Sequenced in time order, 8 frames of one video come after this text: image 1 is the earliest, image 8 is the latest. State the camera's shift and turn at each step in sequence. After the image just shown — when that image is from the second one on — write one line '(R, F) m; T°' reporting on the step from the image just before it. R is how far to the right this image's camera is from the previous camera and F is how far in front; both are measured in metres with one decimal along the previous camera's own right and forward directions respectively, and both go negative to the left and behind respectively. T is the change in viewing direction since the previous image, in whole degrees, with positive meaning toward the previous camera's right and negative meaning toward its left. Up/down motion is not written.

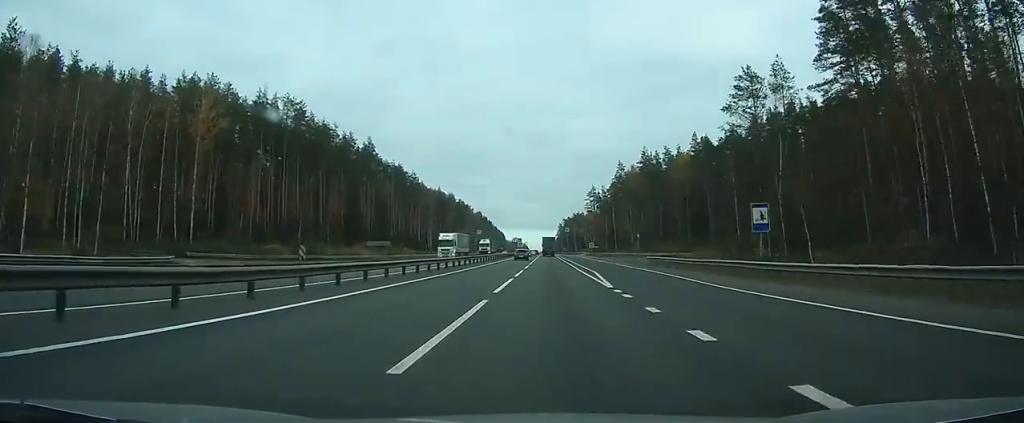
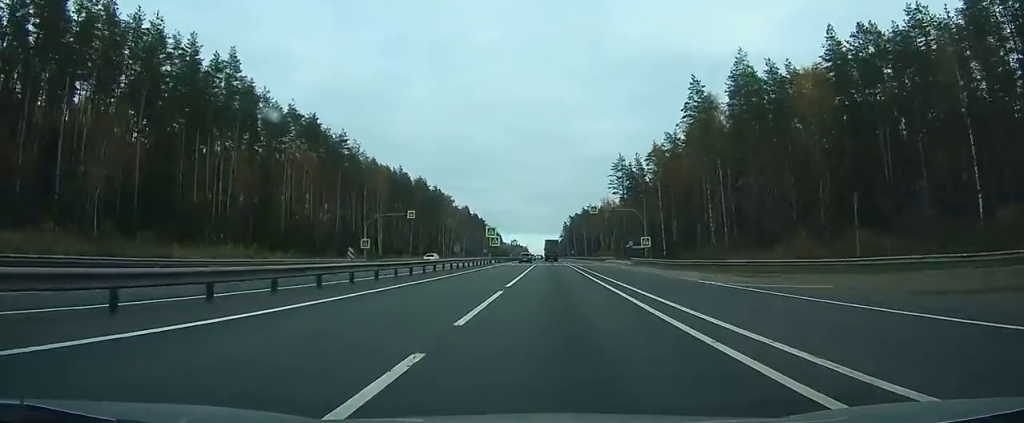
(-0.5, +82.6) m; 0°
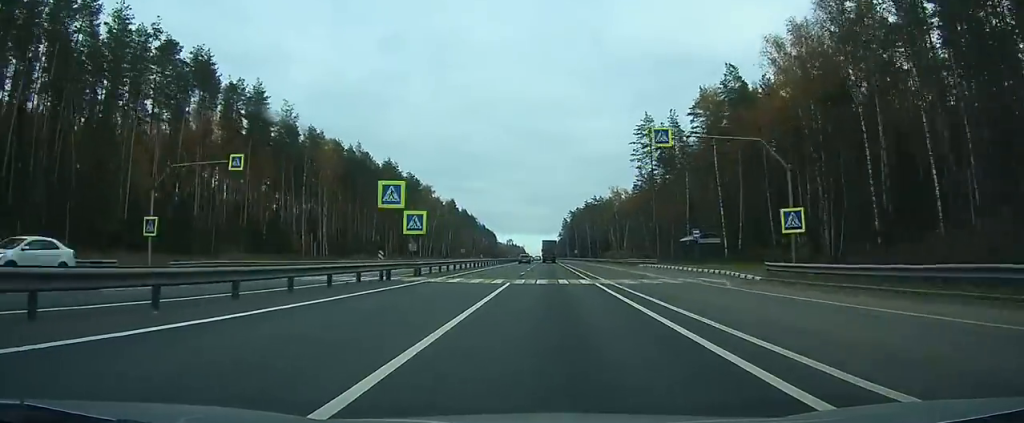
(+0.2, +44.0) m; 0°
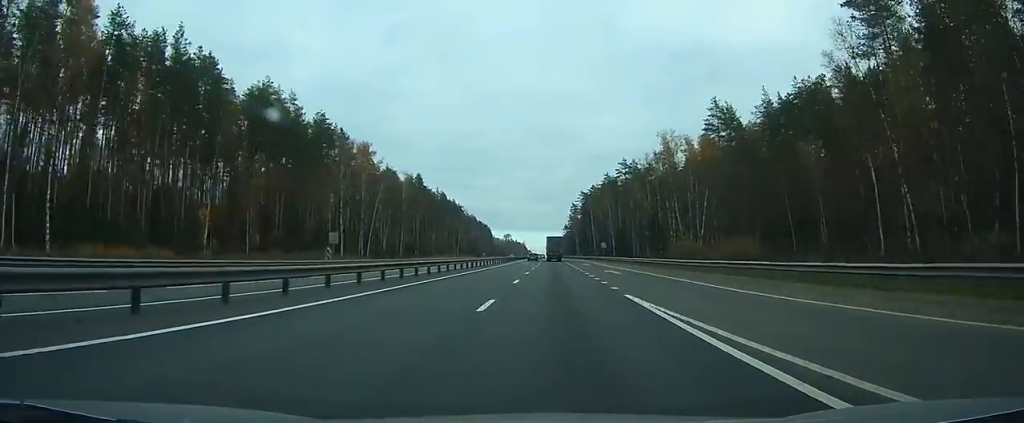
(+0.1, +84.2) m; 0°
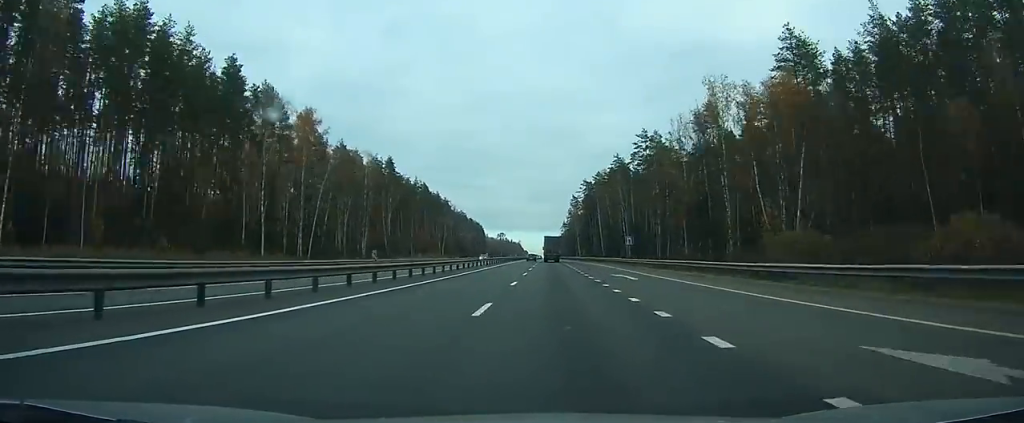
(0.0, +37.4) m; 0°
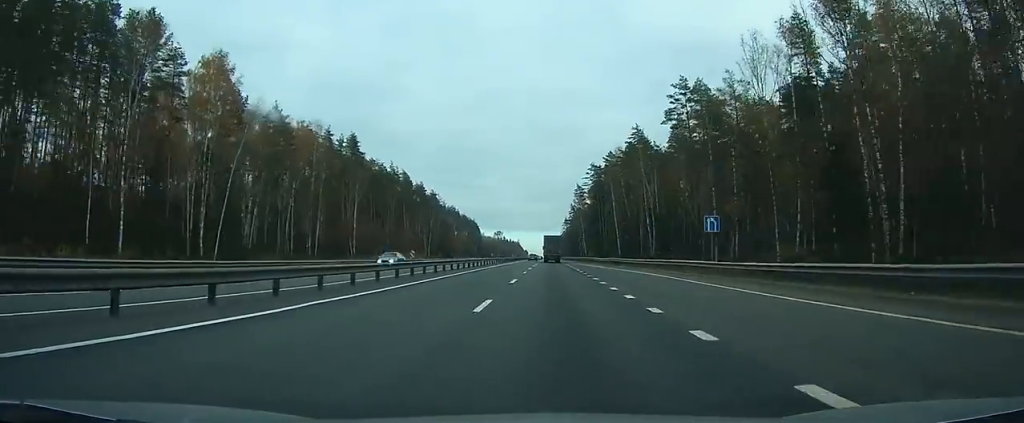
(0.0, +37.6) m; 0°
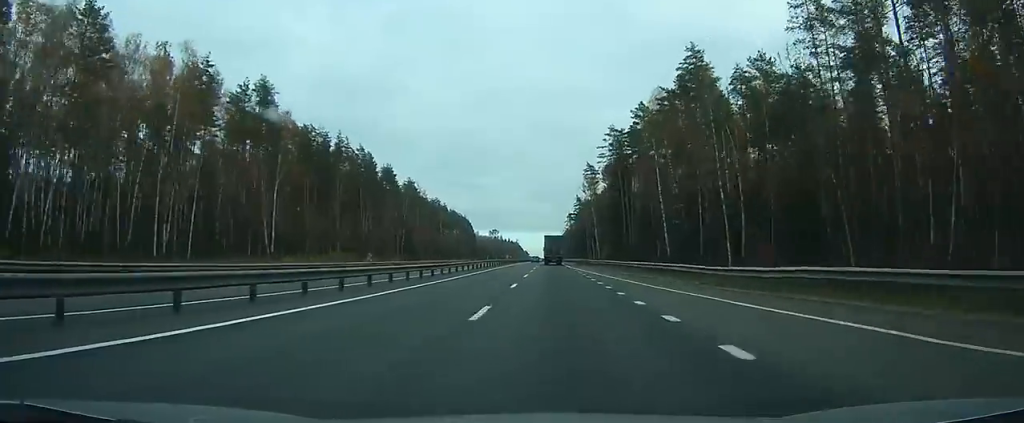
(-0.3, +51.3) m; 0°
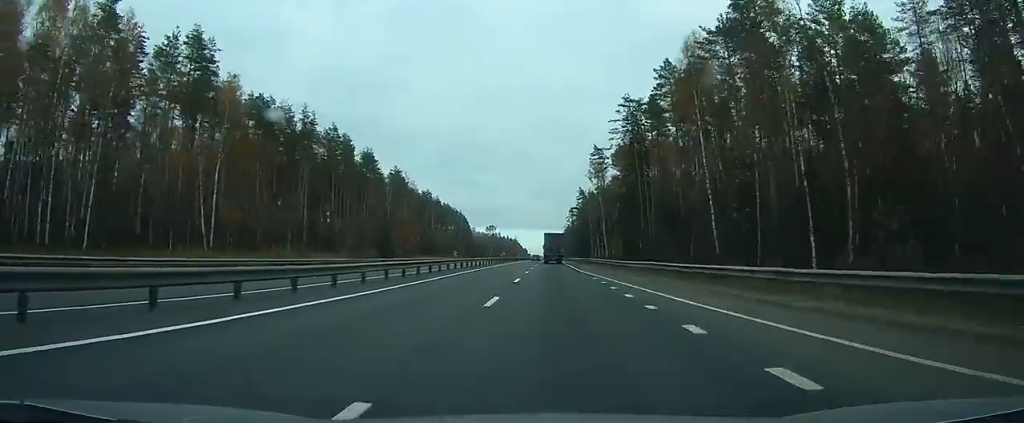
(0.0, +21.4) m; 0°
